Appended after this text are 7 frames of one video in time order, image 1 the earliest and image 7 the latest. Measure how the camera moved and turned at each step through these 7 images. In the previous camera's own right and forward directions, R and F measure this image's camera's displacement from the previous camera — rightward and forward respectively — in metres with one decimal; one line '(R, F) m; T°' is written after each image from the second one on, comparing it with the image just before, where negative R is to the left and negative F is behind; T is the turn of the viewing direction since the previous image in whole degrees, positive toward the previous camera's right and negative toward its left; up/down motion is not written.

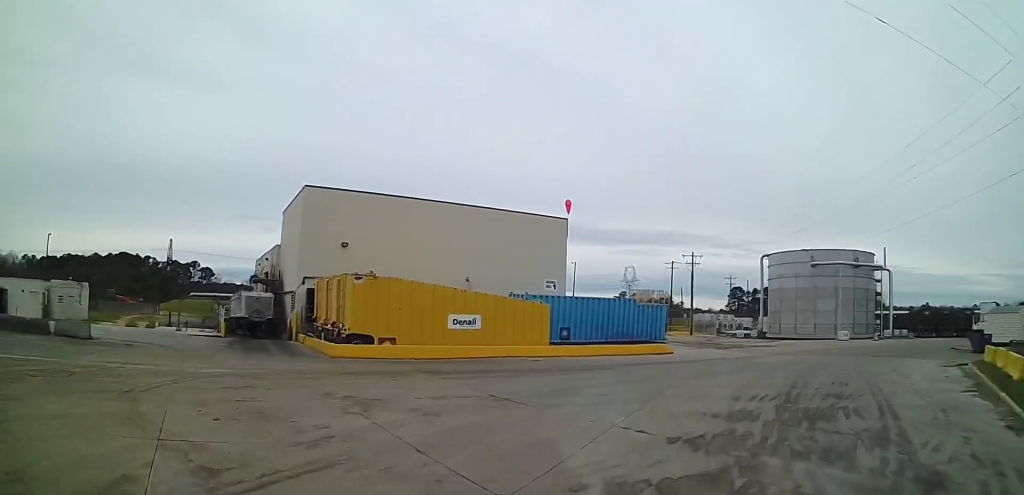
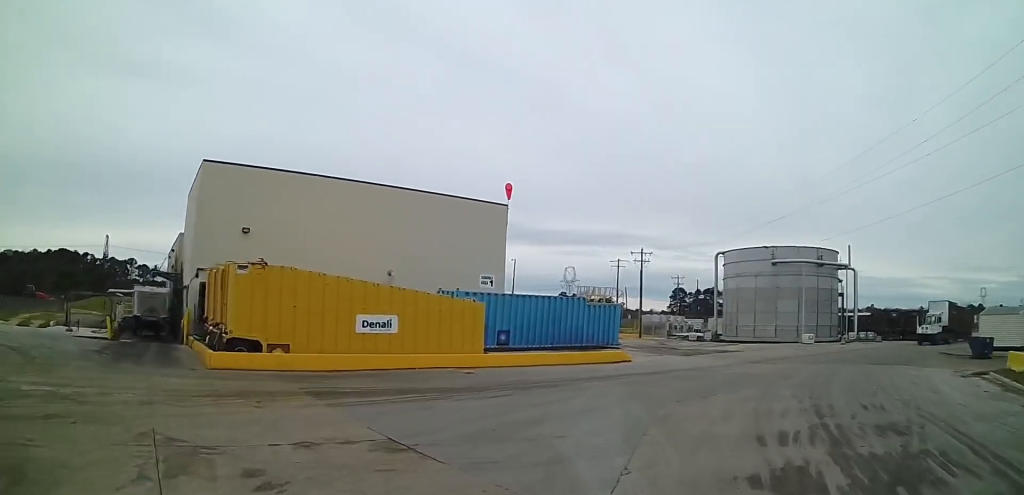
(+0.4, +6.4) m; +8°
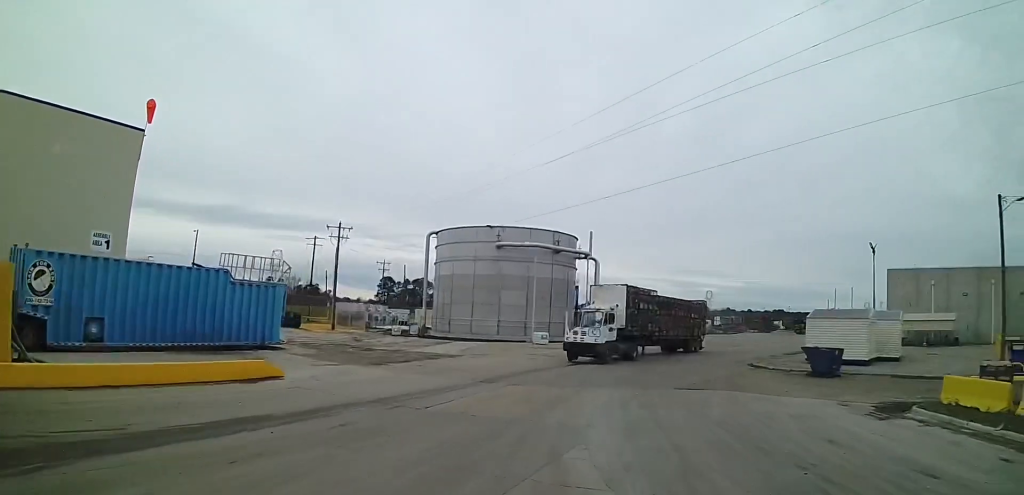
(+3.0, +13.0) m; +24°
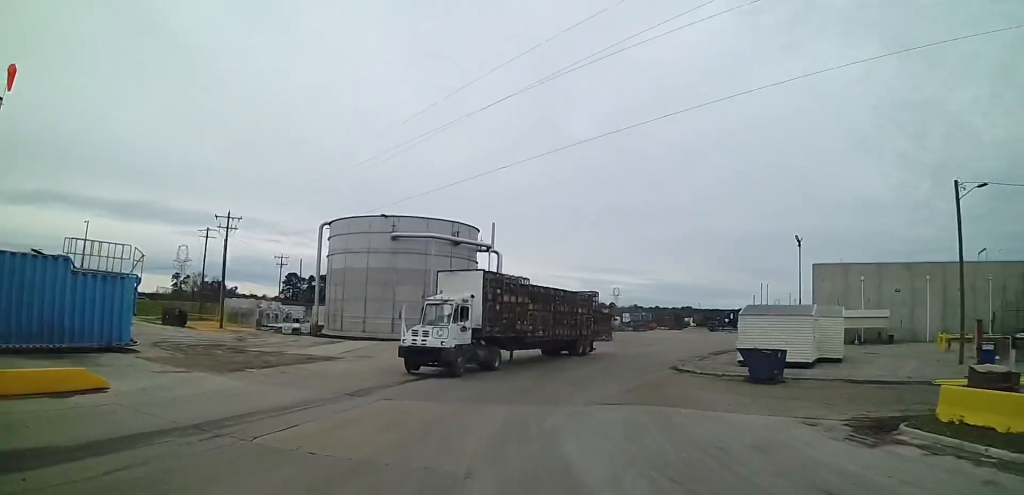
(-0.1, +4.4) m; +4°
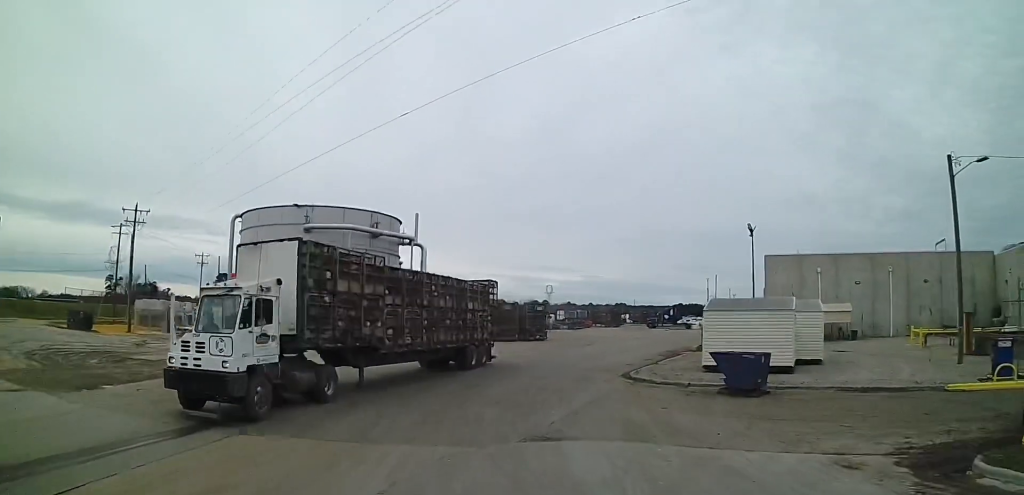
(+0.4, +5.4) m; +5°
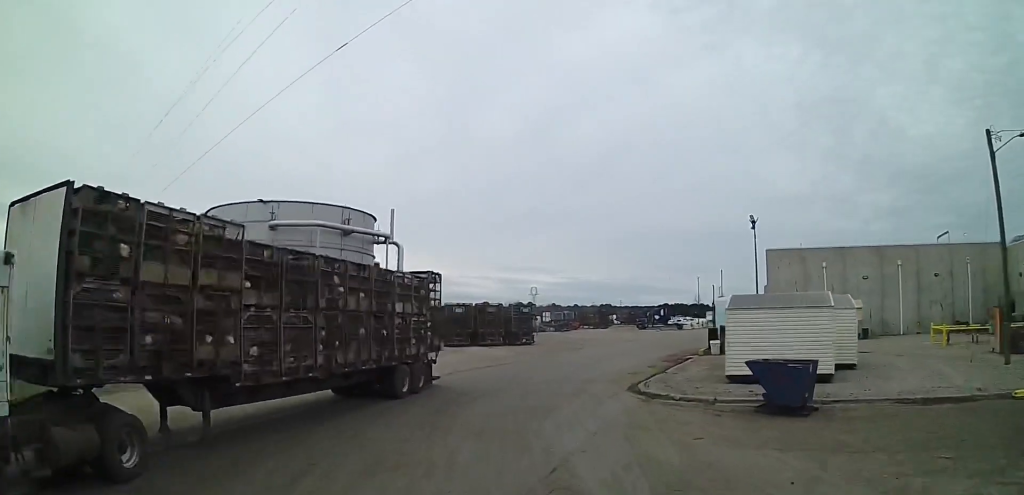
(0.0, +4.1) m; +3°
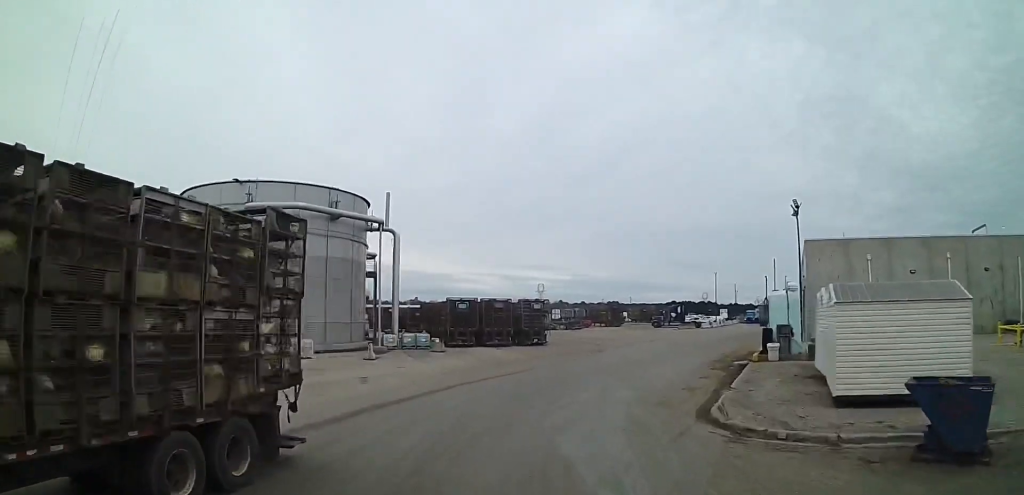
(+0.3, +6.1) m; +1°
